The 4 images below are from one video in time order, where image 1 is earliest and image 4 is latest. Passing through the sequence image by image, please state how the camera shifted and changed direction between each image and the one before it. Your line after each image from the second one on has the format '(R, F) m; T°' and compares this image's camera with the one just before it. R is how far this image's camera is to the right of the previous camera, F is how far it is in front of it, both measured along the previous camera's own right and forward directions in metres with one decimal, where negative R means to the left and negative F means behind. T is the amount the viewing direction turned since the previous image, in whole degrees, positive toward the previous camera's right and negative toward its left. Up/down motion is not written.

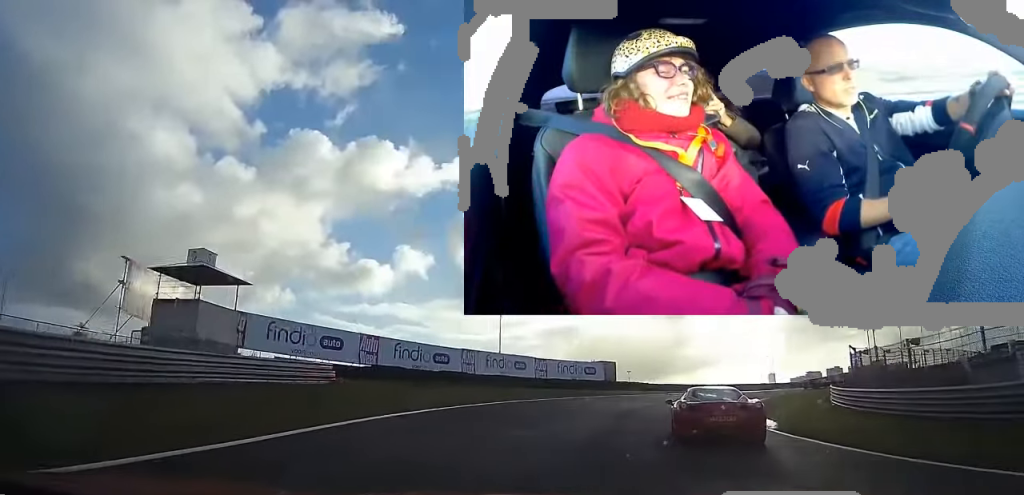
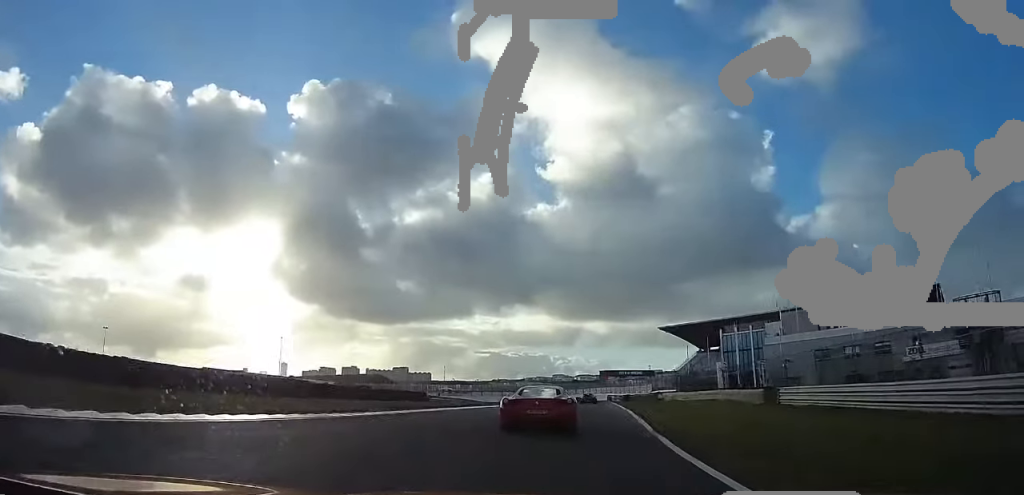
(+18.3, +44.7) m; +46°
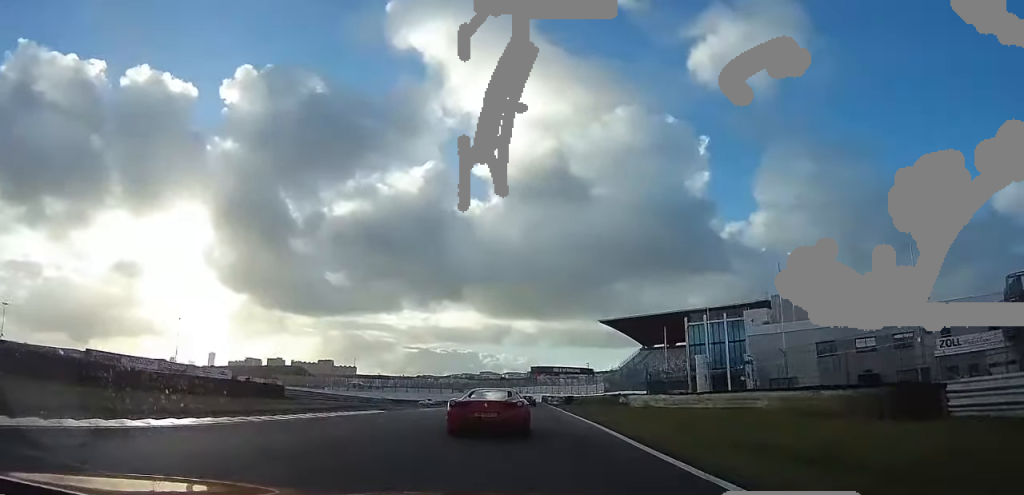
(+1.4, +15.9) m; +11°
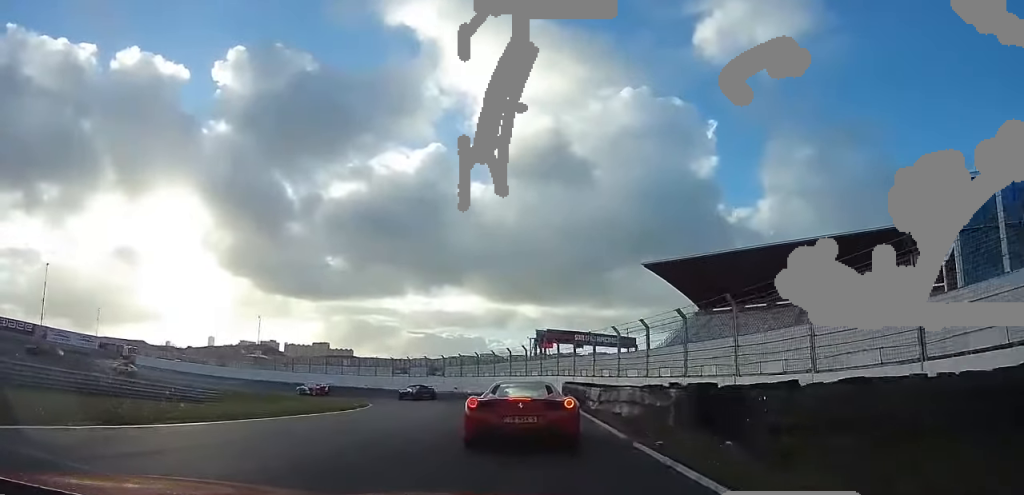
(+7.3, +48.4) m; +12°
